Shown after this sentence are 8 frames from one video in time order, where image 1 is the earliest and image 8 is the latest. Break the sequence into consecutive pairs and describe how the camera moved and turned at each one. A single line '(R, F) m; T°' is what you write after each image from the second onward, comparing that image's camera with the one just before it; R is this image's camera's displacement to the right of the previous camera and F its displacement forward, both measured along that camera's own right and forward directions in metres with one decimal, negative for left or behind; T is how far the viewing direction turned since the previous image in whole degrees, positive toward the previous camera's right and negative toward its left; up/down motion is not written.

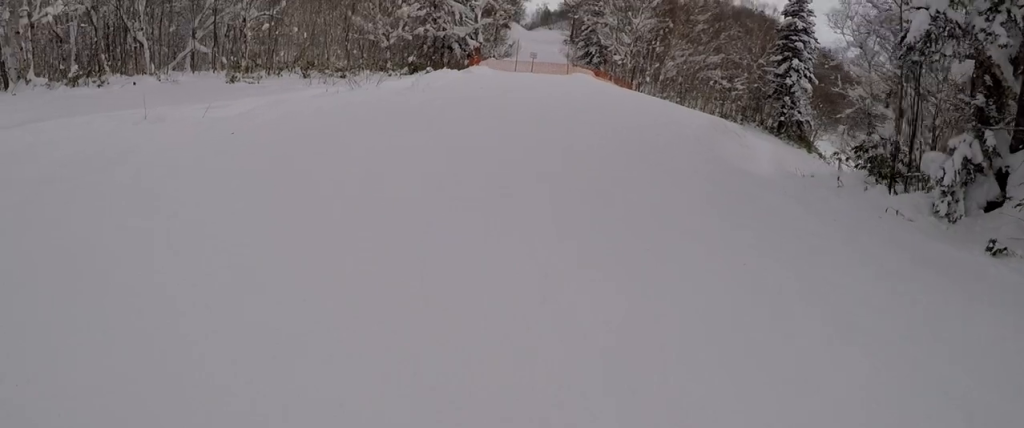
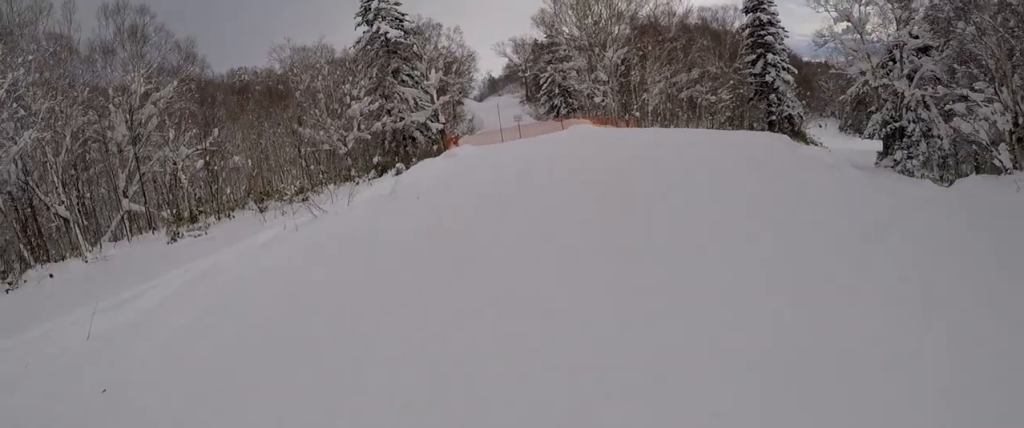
(-0.8, +5.6) m; +9°
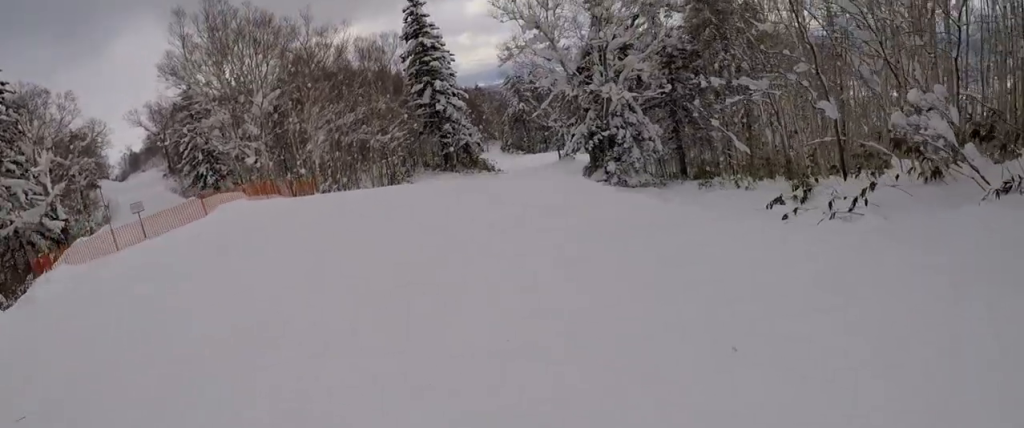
(+3.2, +8.1) m; +31°
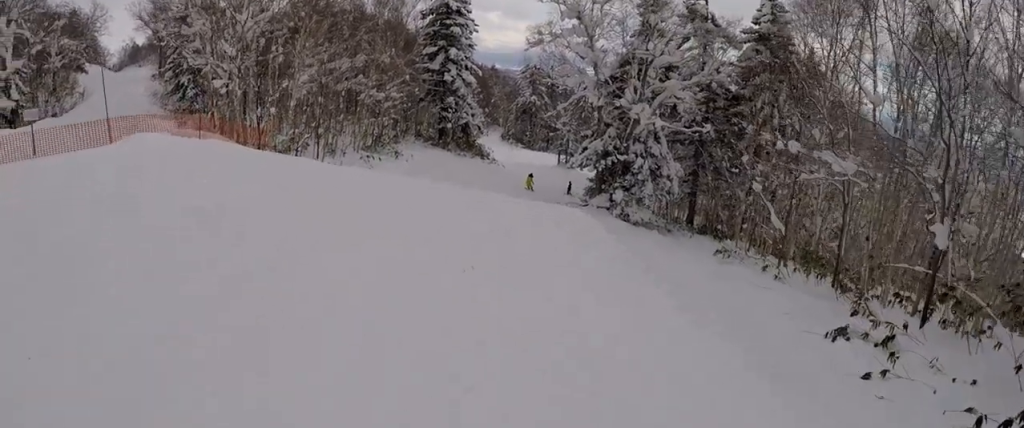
(+0.2, +5.0) m; -11°
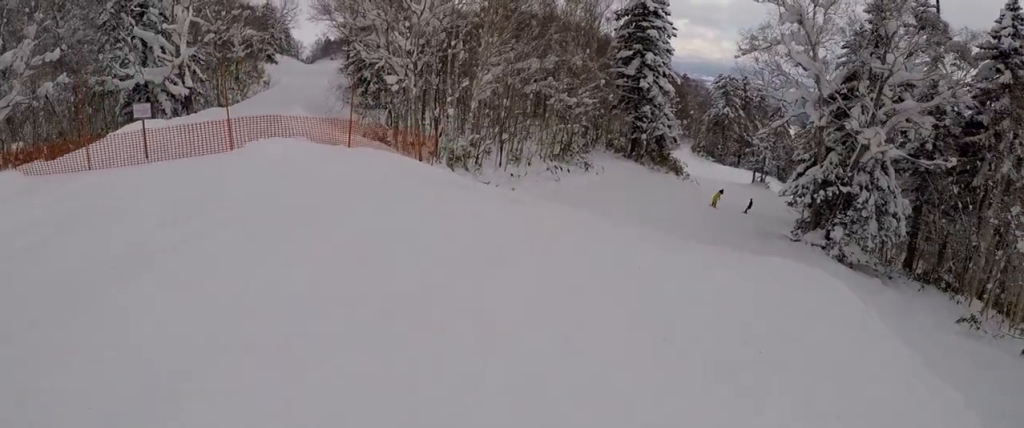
(-1.1, +4.4) m; -11°
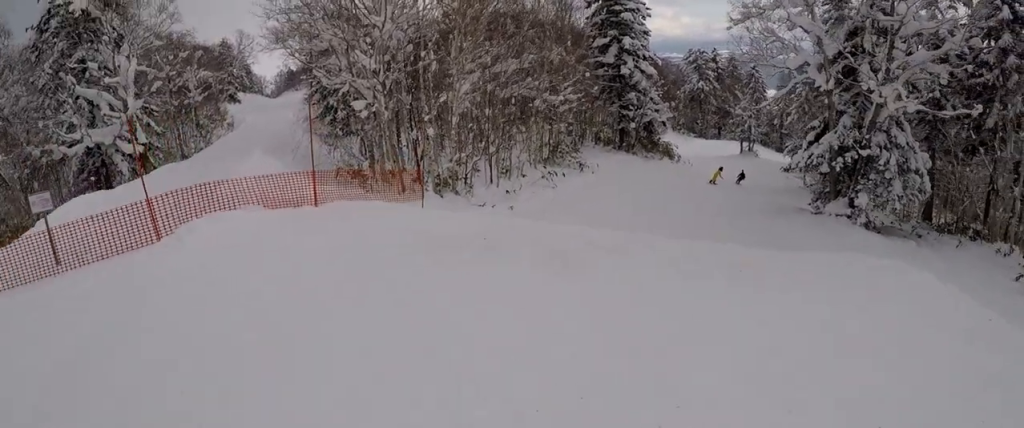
(-0.3, +3.8) m; +6°
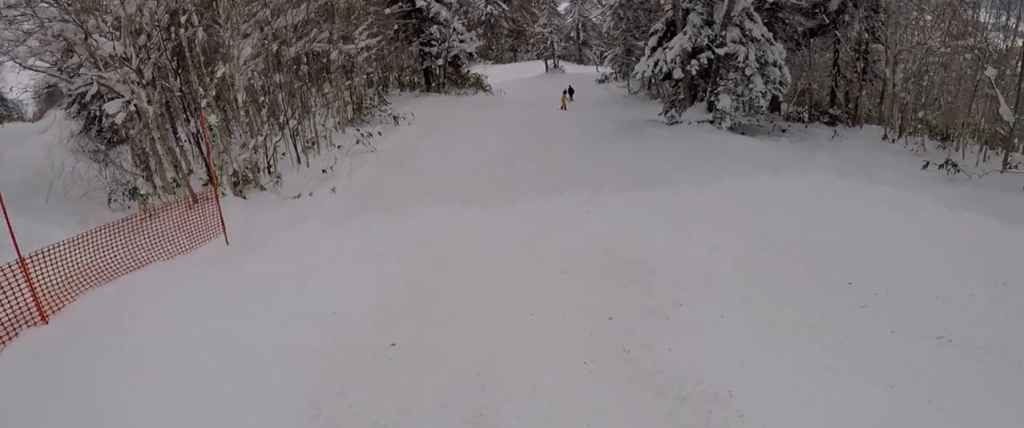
(+0.5, +4.9) m; +26°
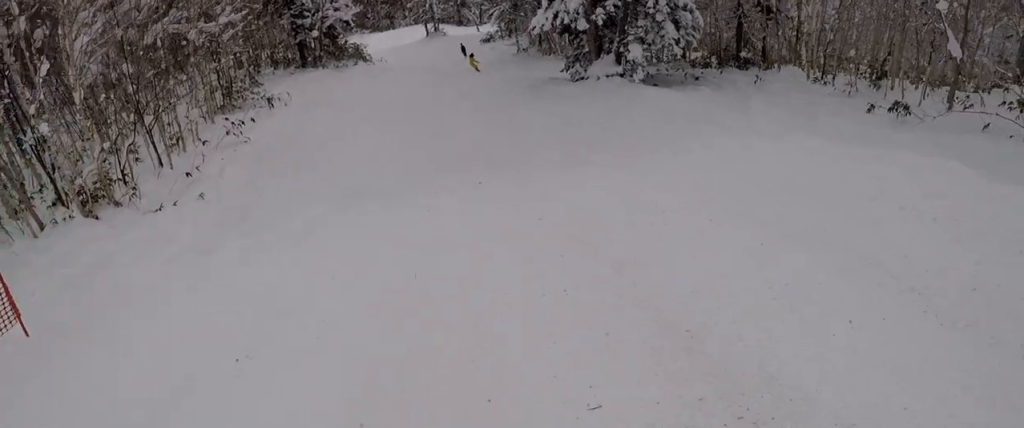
(+1.5, +3.5) m; +12°
